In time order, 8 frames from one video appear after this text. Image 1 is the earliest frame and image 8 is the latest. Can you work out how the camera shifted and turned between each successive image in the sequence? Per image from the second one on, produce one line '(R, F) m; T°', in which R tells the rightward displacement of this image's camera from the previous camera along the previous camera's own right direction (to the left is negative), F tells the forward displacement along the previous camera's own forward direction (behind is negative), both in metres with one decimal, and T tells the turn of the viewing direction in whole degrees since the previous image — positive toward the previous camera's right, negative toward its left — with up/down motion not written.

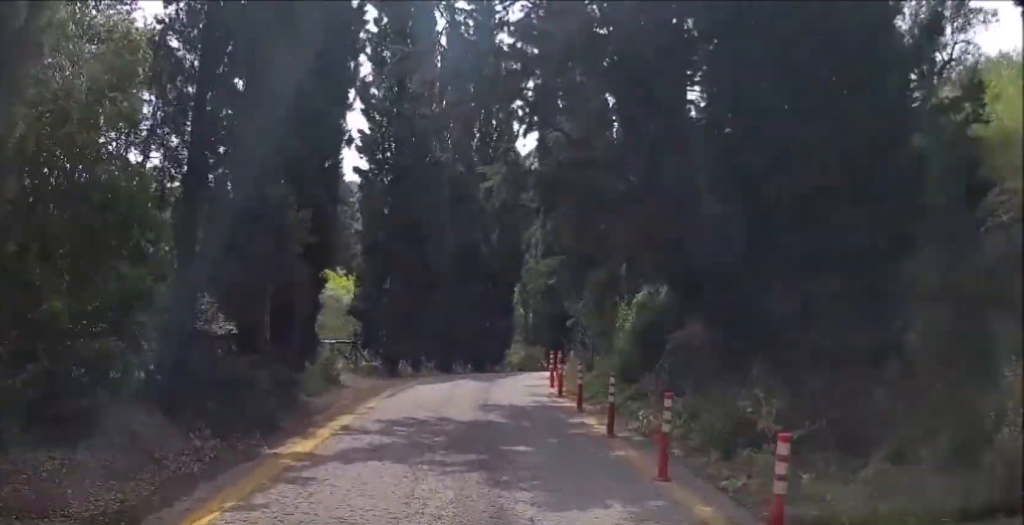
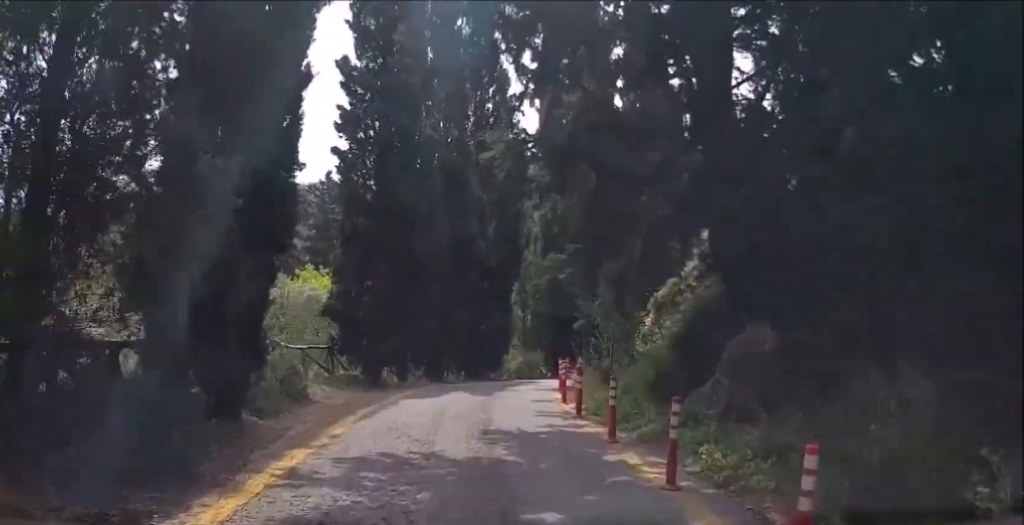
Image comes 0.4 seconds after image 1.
(+0.1, +3.2) m; +2°
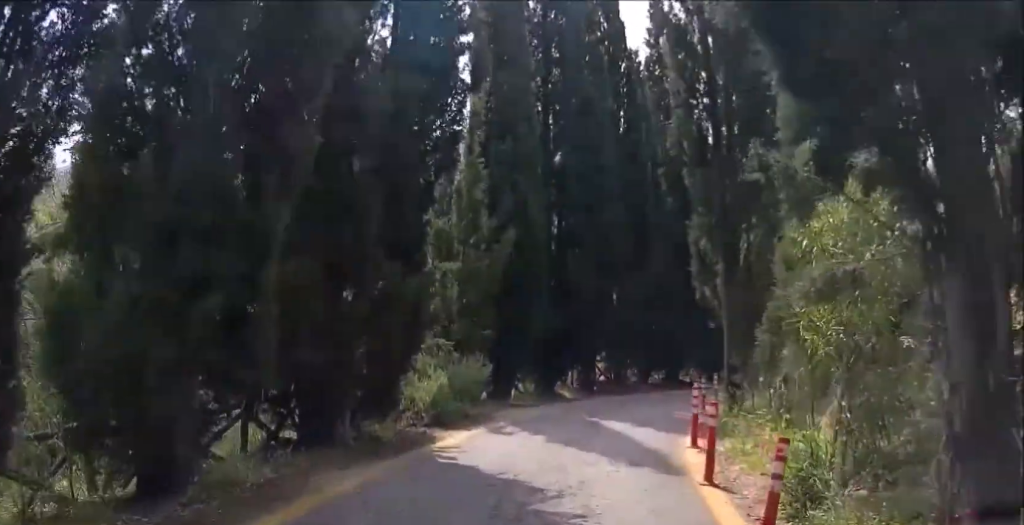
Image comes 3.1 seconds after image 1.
(+0.3, +18.8) m; +3°
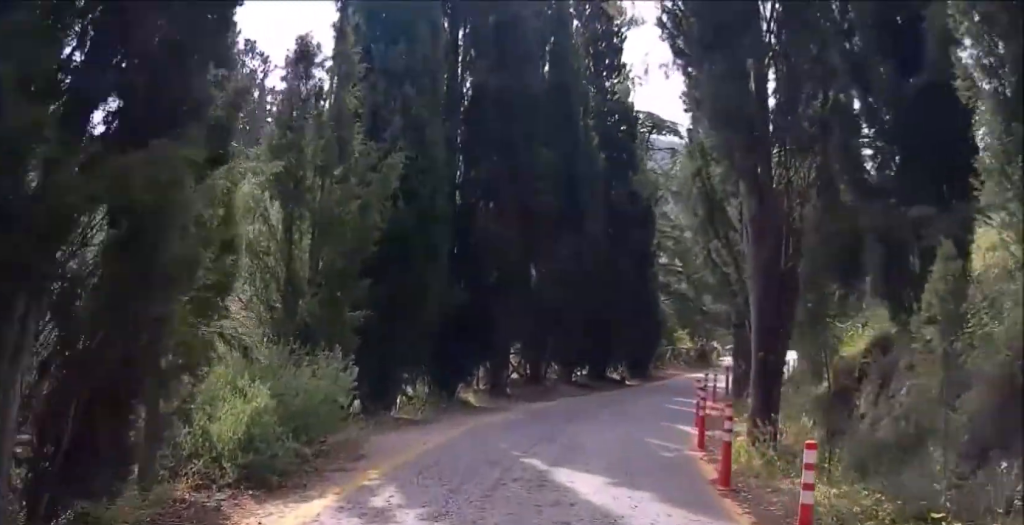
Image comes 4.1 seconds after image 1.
(+0.1, +6.2) m; +8°
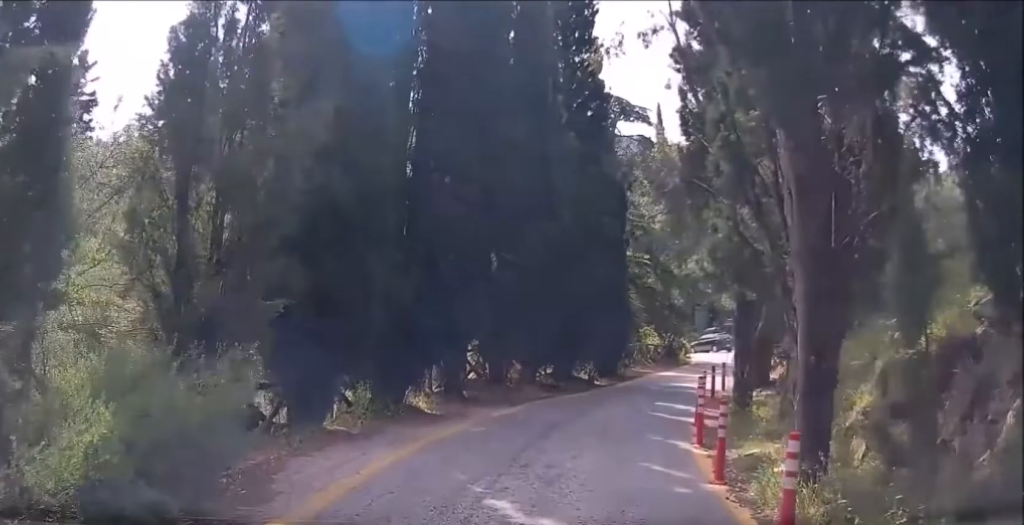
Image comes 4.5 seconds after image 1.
(+0.2, +2.4) m; +4°
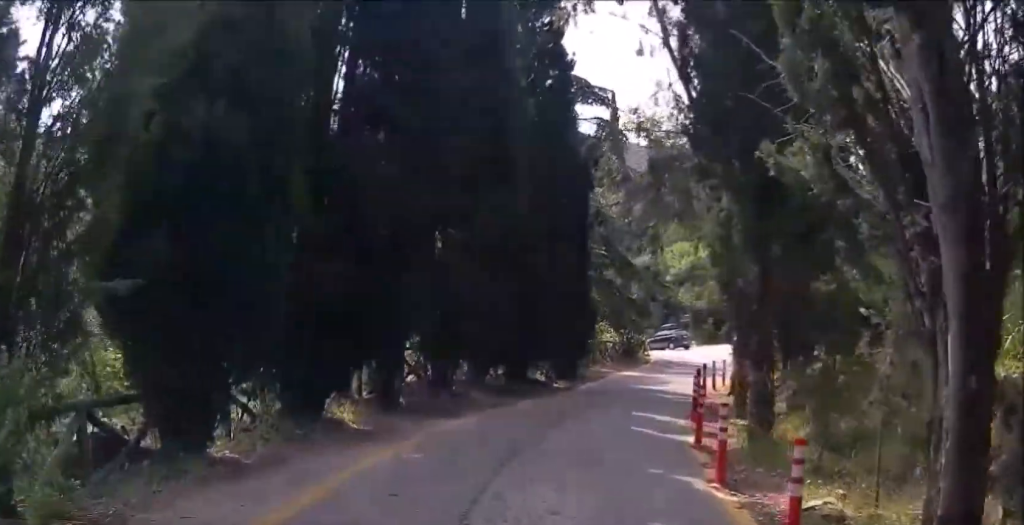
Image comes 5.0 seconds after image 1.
(+0.3, +3.0) m; +5°
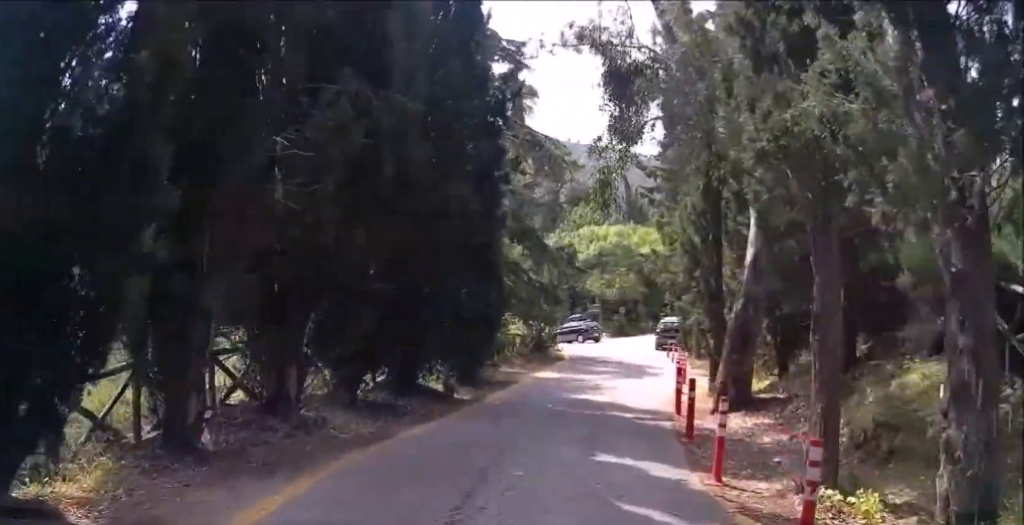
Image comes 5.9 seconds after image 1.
(+0.4, +5.7) m; +6°
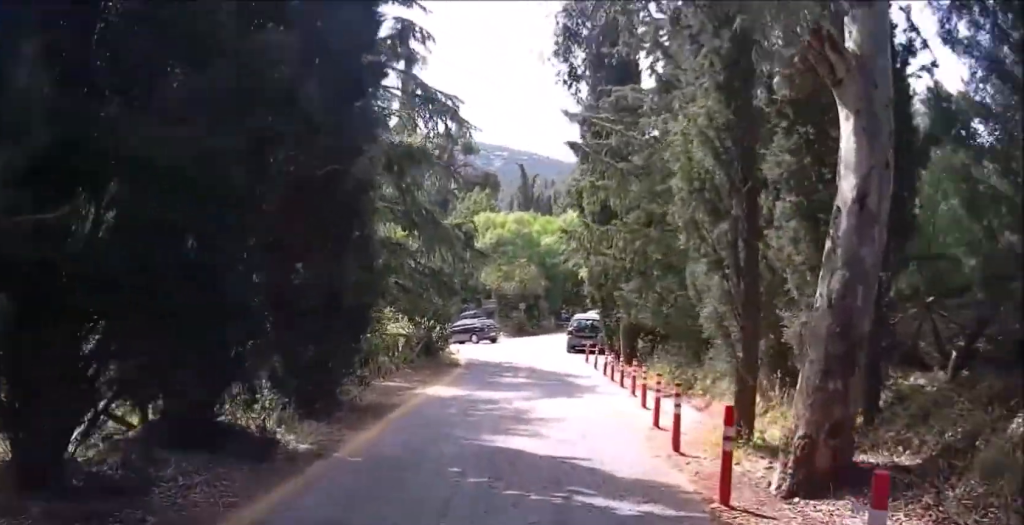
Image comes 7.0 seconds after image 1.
(+0.4, +6.8) m; +3°
